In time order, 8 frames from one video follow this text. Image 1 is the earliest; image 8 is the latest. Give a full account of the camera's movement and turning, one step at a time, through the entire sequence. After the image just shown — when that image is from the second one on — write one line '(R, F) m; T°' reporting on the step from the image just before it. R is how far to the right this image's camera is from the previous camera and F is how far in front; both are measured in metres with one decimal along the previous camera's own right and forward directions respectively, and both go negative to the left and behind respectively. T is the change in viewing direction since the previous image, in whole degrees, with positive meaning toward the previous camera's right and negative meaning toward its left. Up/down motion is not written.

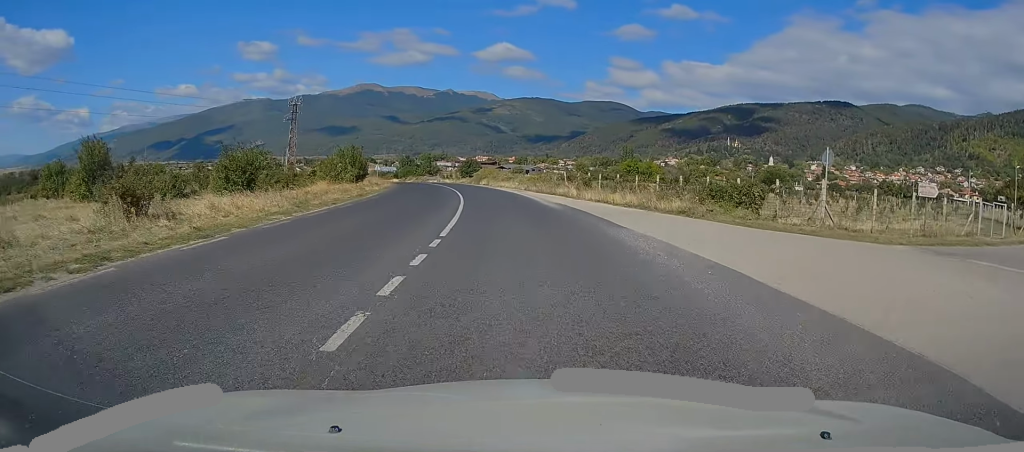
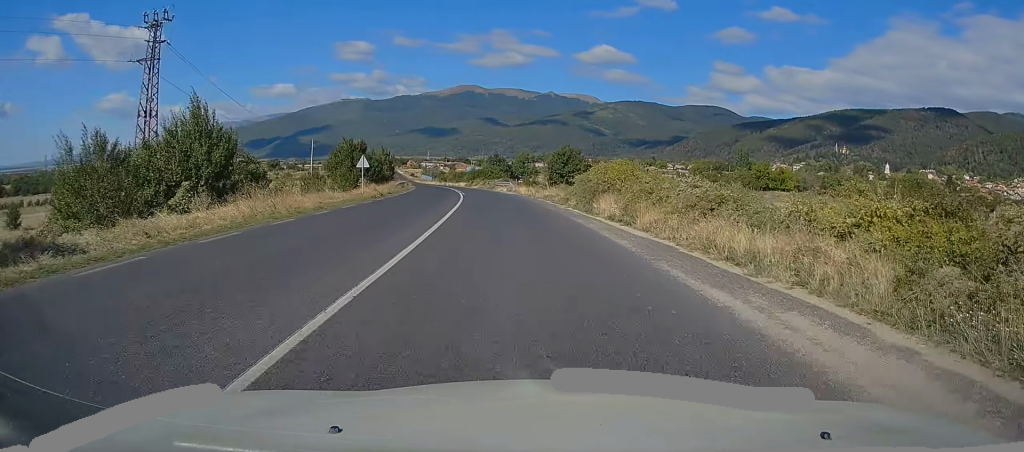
(-2.9, +47.3) m; -8°
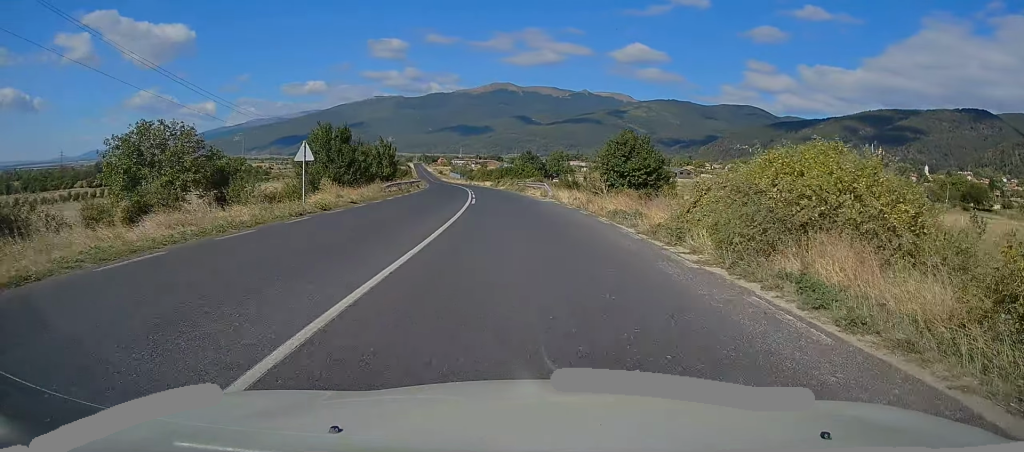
(-0.7, +15.8) m; -3°
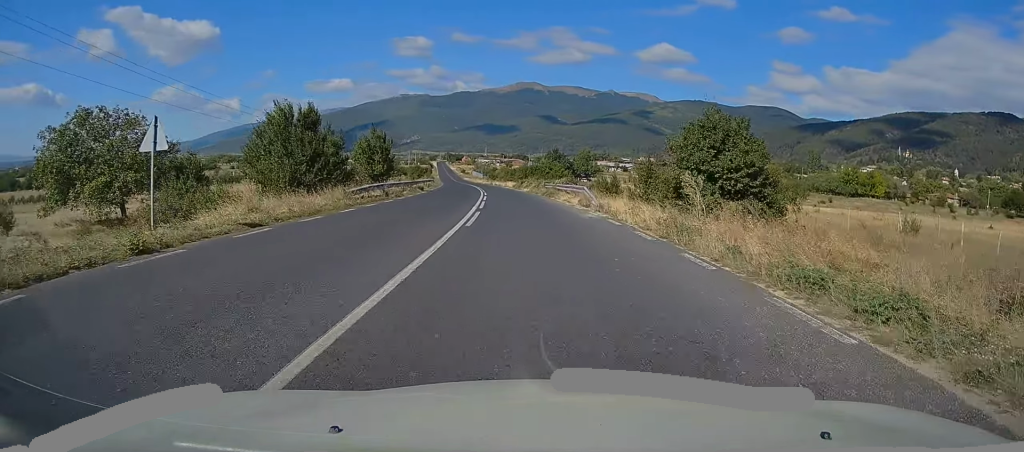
(-0.3, +12.0) m; -2°
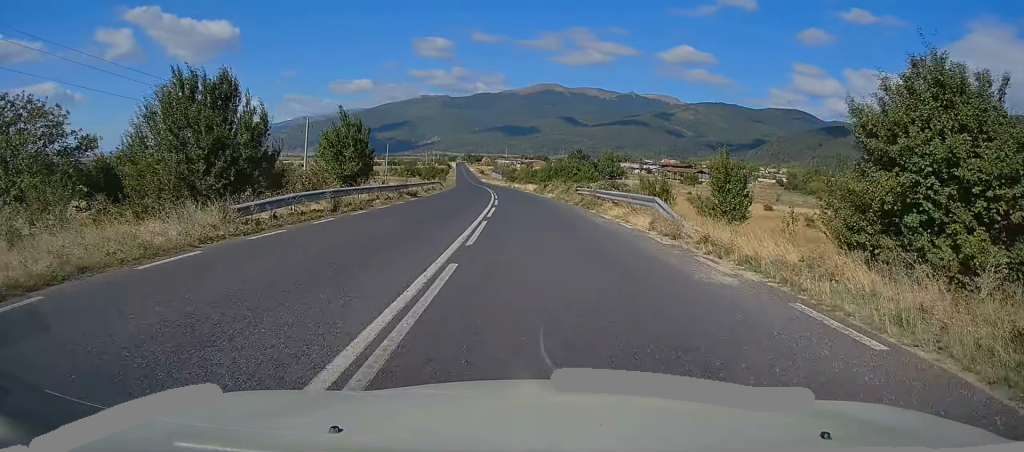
(-0.1, +12.1) m; -2°
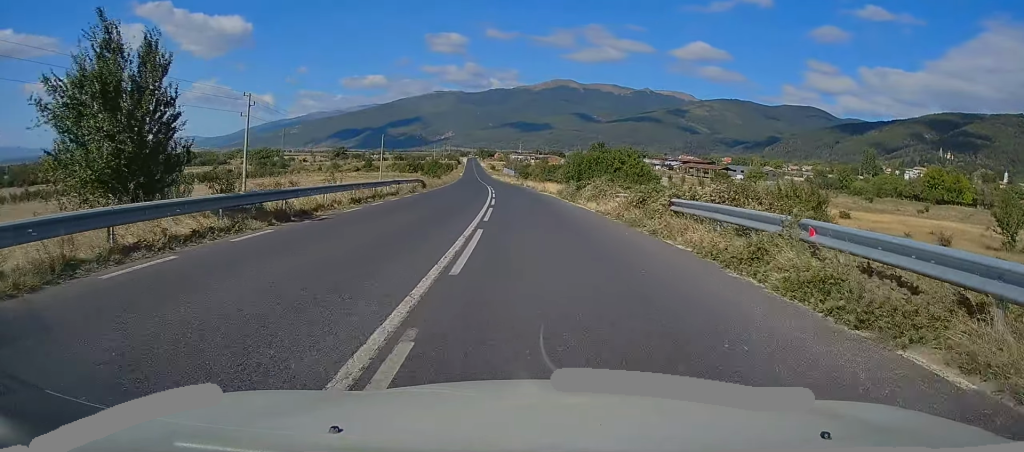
(-0.6, +21.2) m; -3°
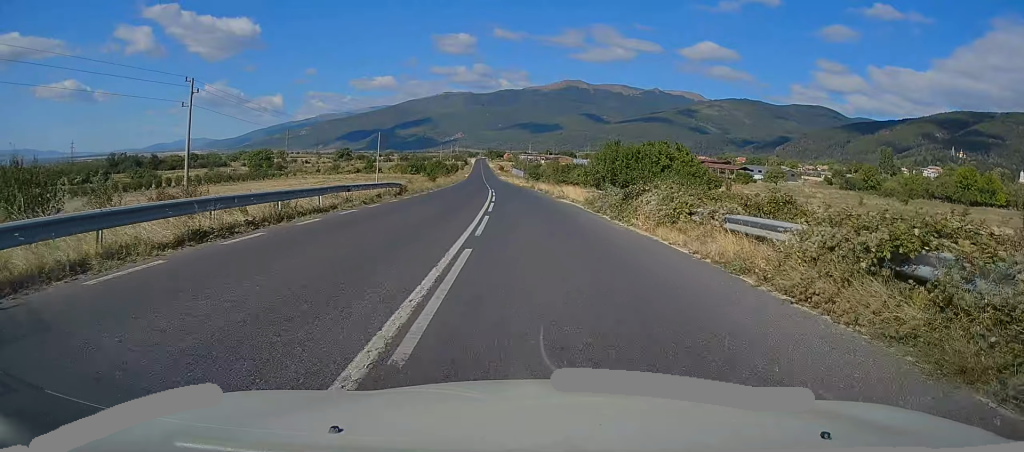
(-0.3, +12.5) m; 0°
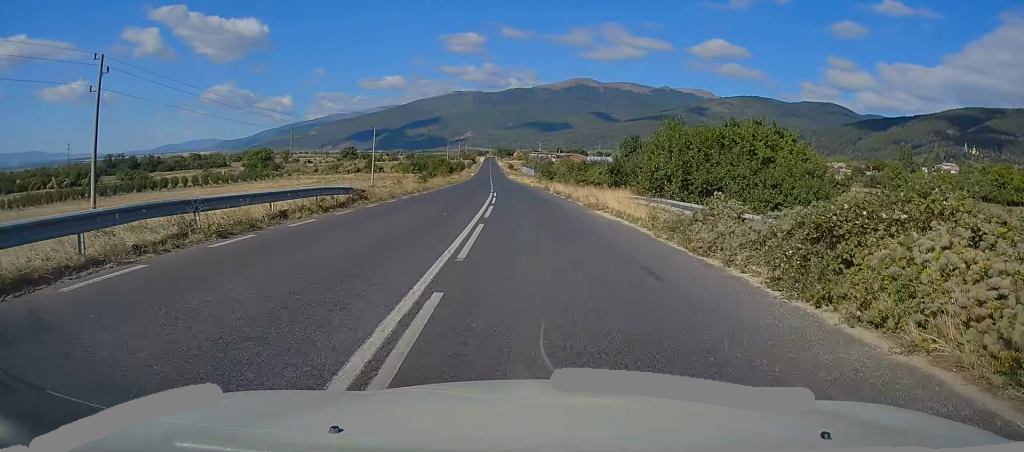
(-0.1, +12.5) m; 0°
